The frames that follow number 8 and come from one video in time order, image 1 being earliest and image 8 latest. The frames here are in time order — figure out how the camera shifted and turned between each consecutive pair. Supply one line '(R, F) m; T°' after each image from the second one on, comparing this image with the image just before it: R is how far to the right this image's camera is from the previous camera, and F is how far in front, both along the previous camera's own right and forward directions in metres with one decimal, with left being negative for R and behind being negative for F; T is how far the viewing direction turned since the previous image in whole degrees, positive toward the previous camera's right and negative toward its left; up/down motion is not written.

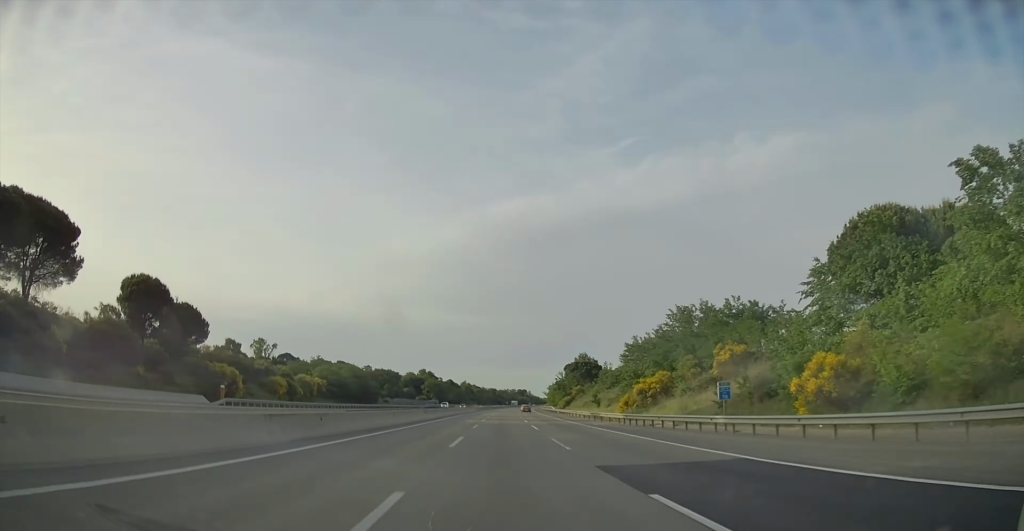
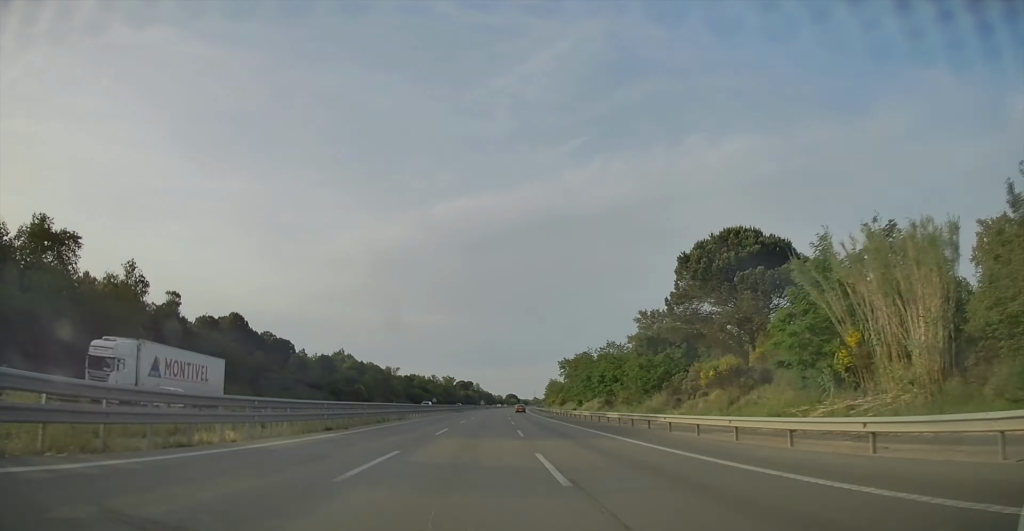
(+12.5, +254.2) m; +5°
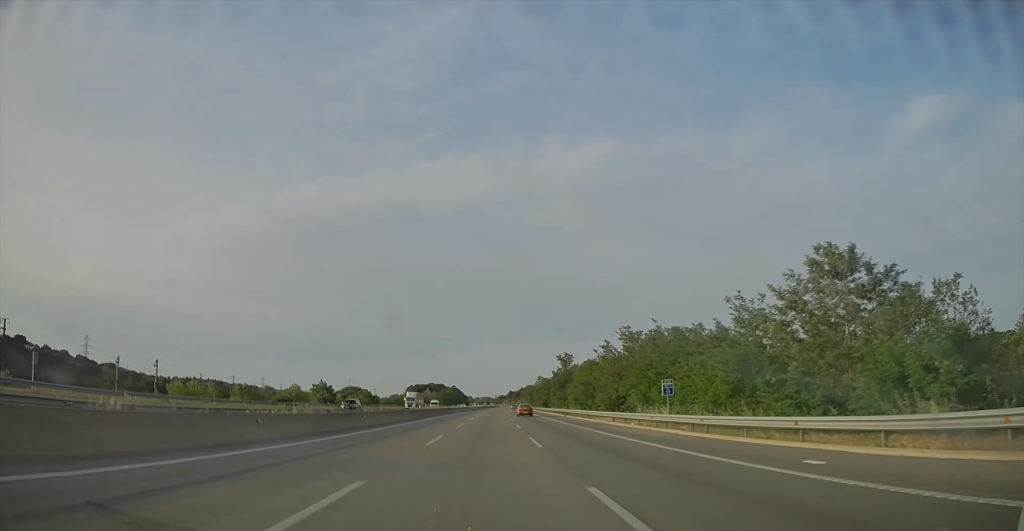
(+91.2, +740.9) m; +12°
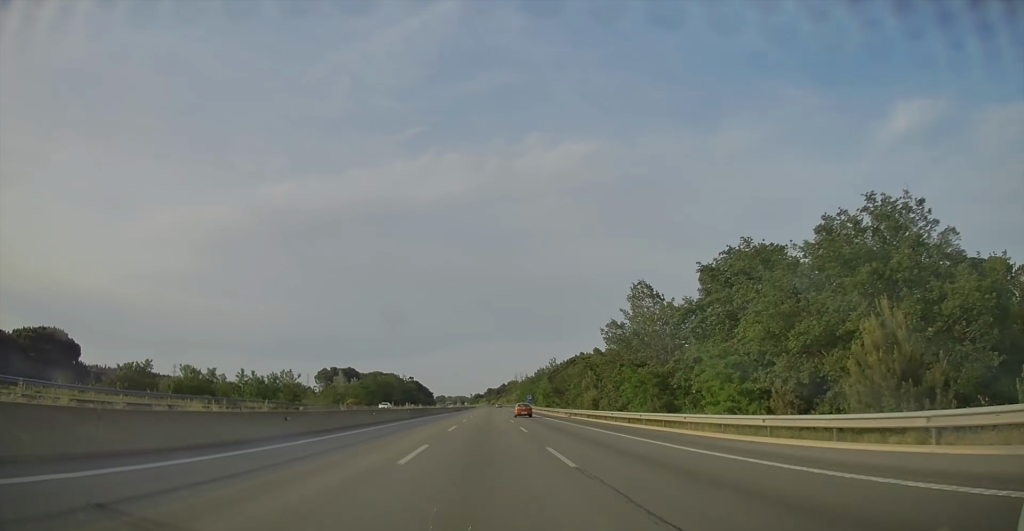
(+2.5, +157.2) m; +1°
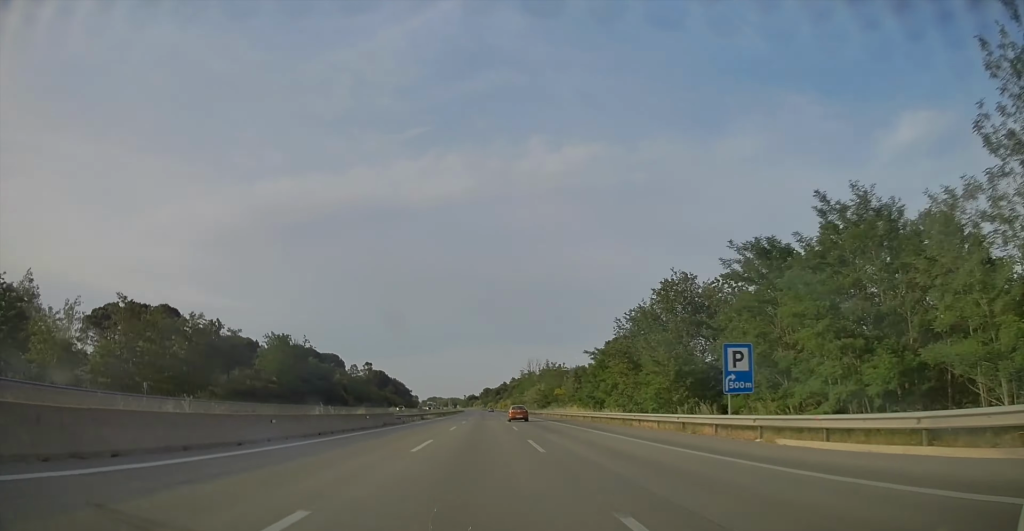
(+1.7, +128.3) m; 0°
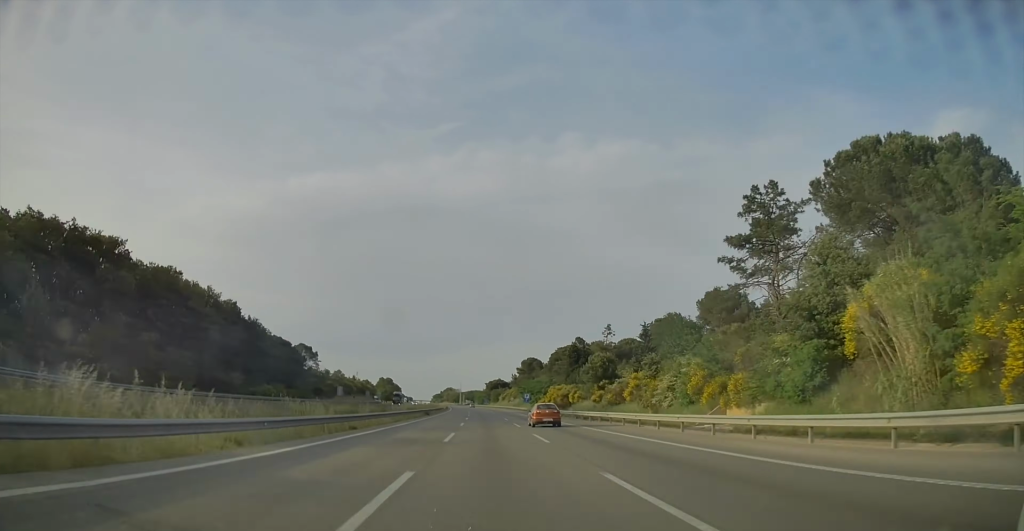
(-3.9, +290.1) m; -3°
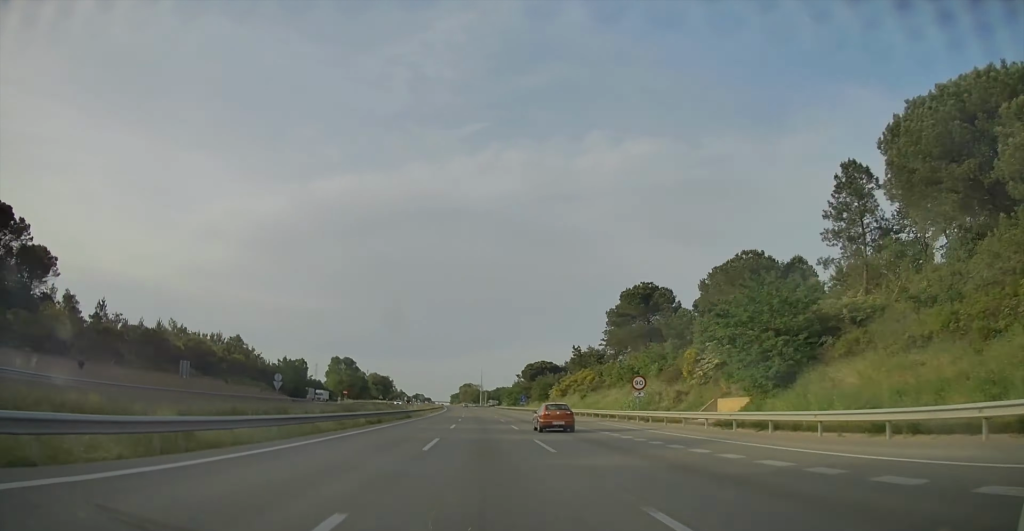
(-2.4, +138.7) m; -2°
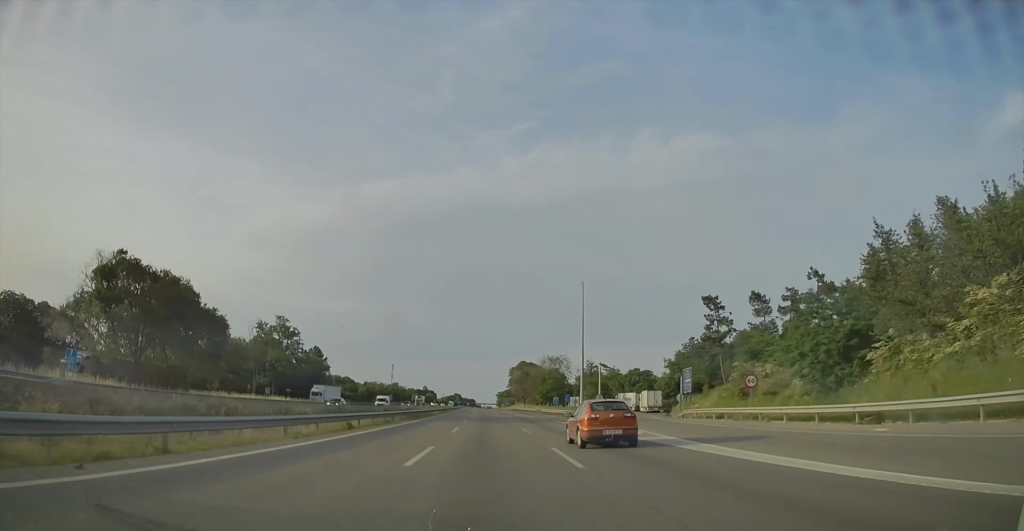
(-6.8, +217.1) m; -3°
